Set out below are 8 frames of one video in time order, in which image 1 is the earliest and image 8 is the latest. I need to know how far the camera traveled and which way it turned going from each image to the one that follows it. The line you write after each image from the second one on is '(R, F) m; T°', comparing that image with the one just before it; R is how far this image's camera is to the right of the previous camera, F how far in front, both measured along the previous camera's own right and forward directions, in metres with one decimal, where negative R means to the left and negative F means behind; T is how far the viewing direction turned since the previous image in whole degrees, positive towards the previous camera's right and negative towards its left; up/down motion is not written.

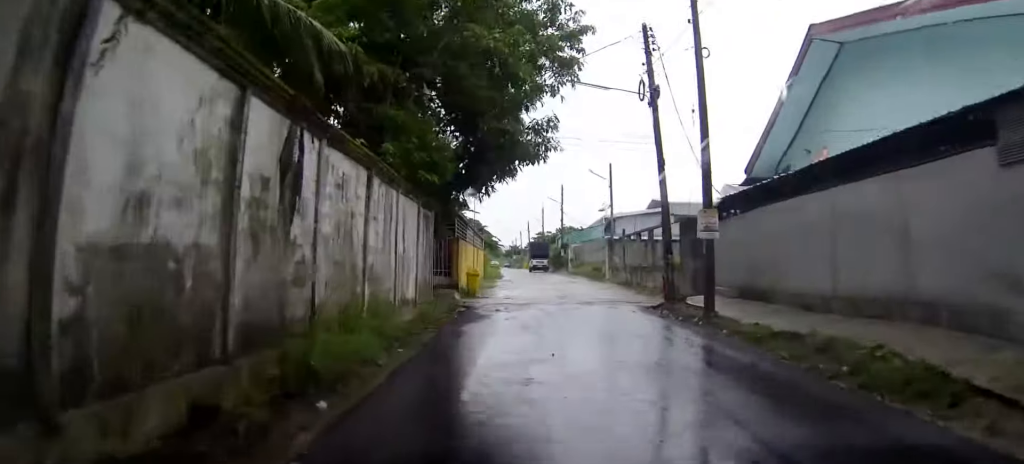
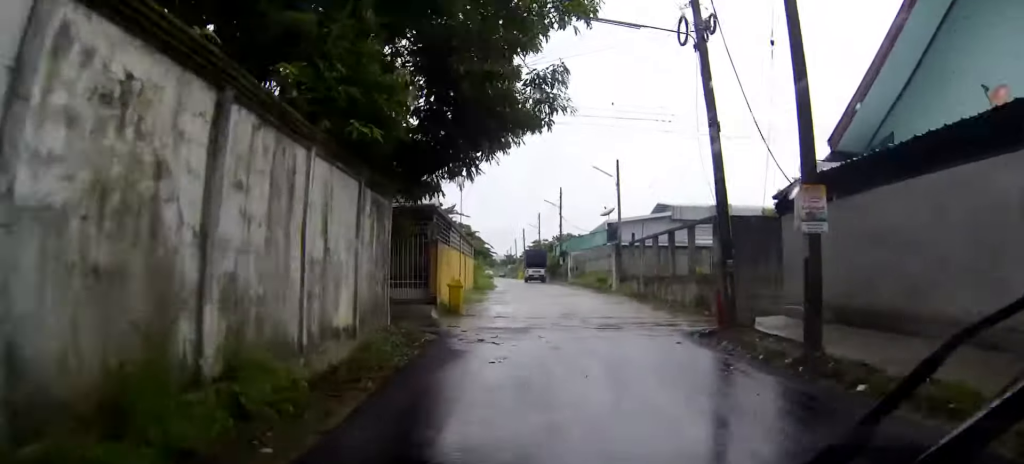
(0.0, +6.5) m; +2°
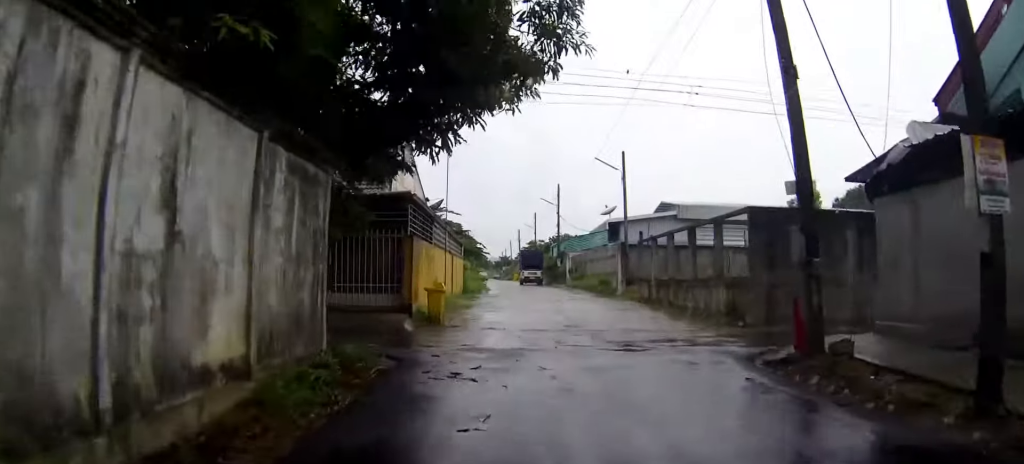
(+0.2, +4.9) m; +3°
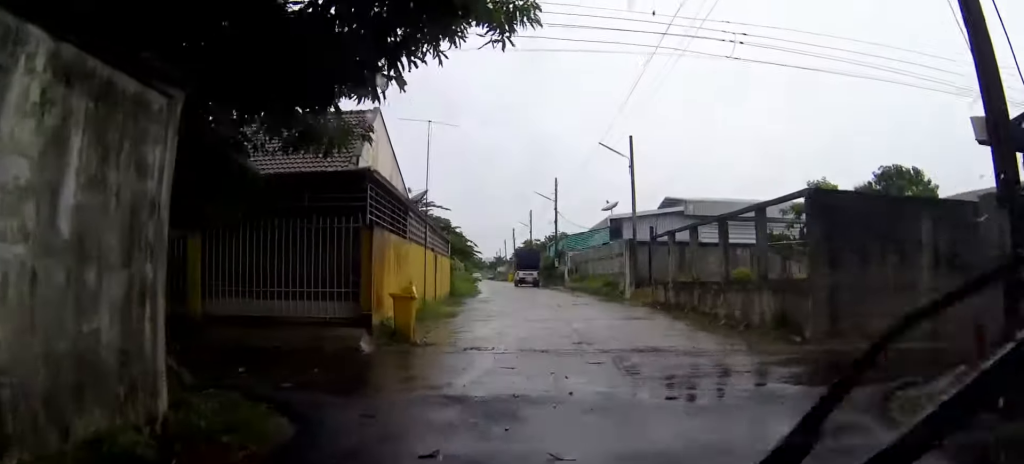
(+0.2, +5.3) m; 0°
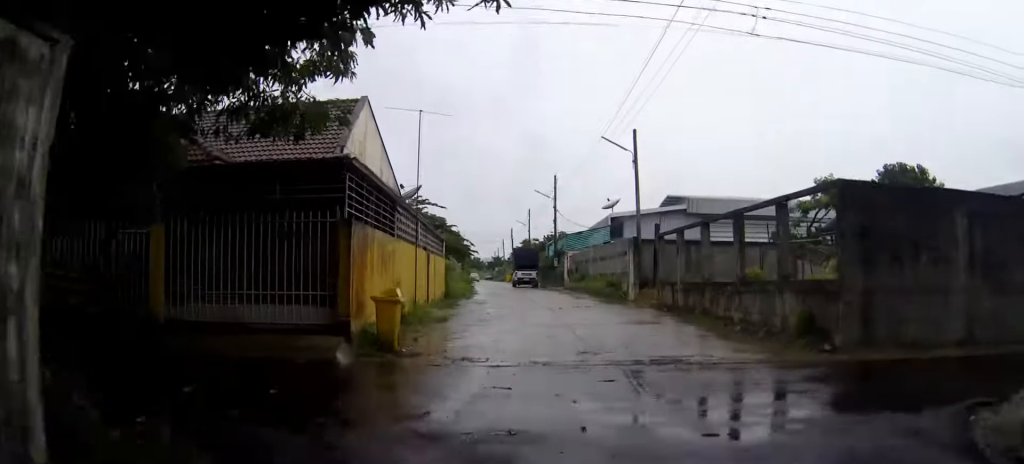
(+0.2, +2.3) m; -1°
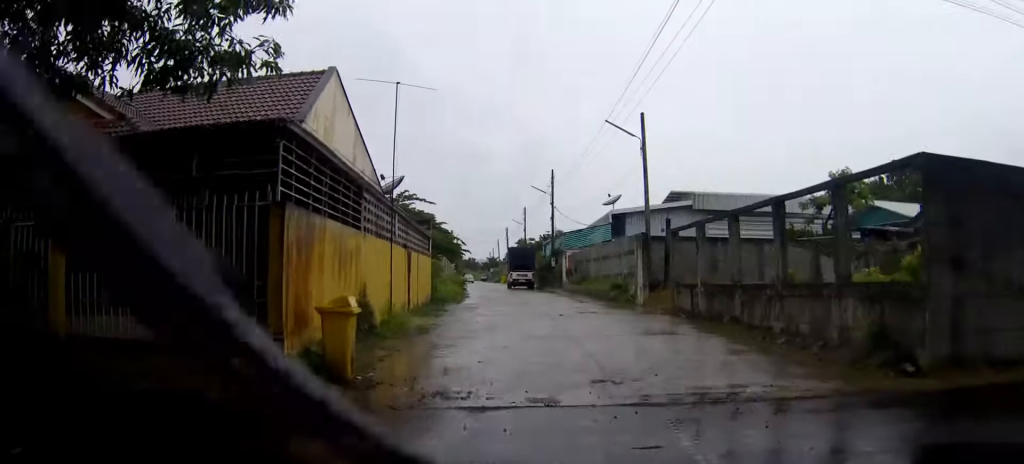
(-0.5, +4.3) m; -5°
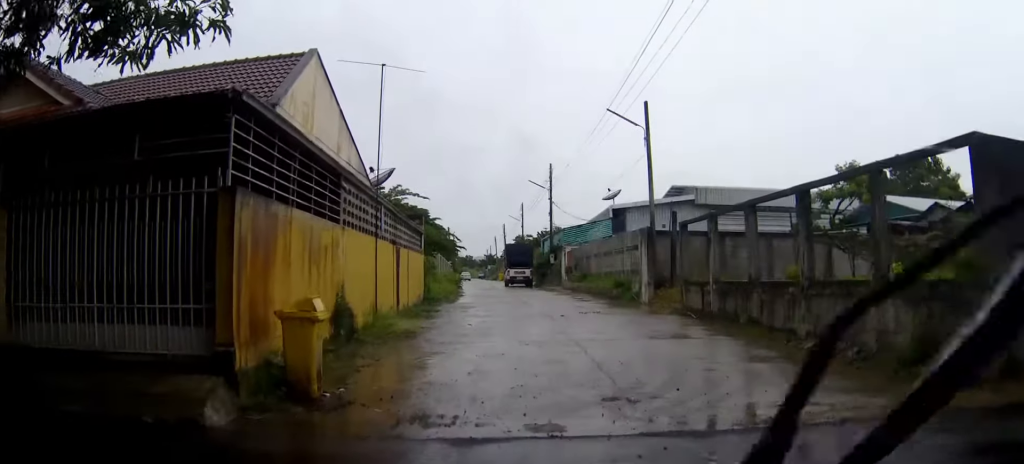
(+0.1, +2.1) m; +1°
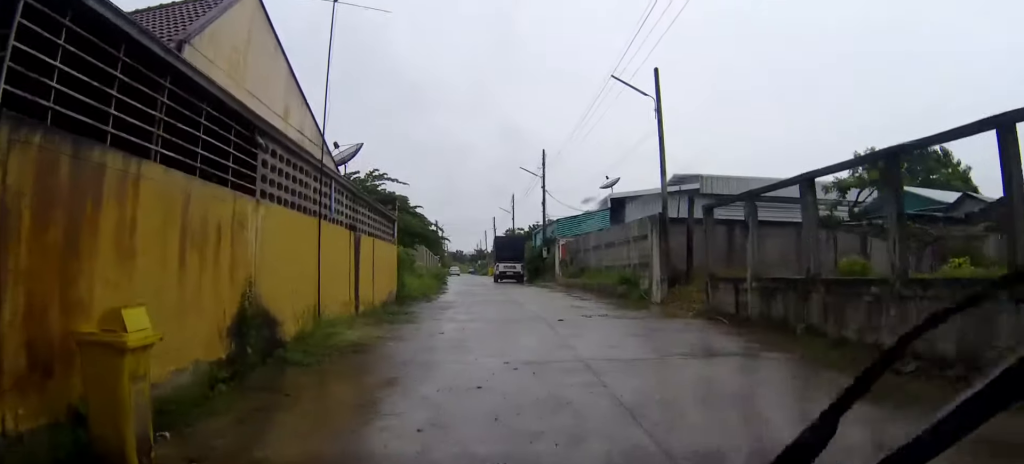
(-0.1, +3.4) m; 0°
